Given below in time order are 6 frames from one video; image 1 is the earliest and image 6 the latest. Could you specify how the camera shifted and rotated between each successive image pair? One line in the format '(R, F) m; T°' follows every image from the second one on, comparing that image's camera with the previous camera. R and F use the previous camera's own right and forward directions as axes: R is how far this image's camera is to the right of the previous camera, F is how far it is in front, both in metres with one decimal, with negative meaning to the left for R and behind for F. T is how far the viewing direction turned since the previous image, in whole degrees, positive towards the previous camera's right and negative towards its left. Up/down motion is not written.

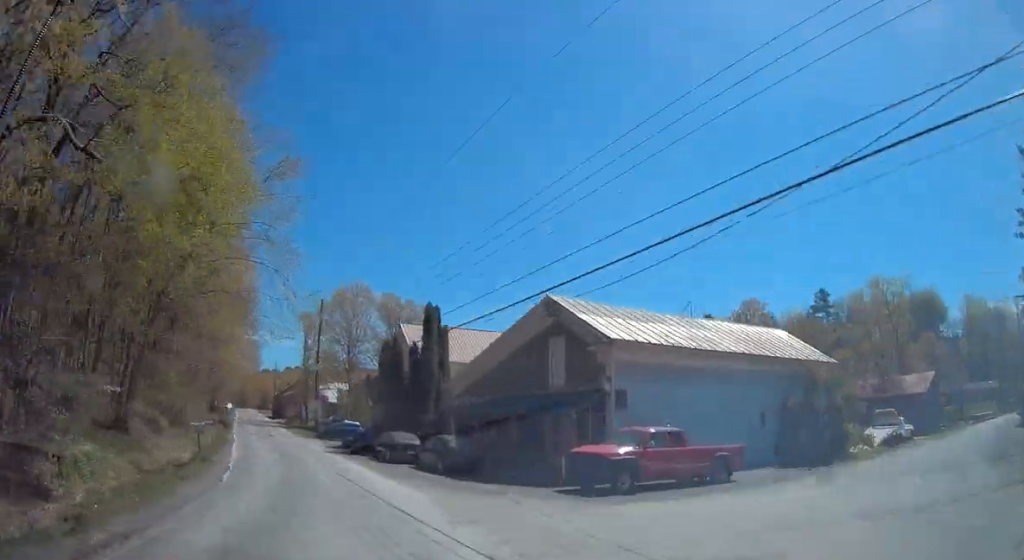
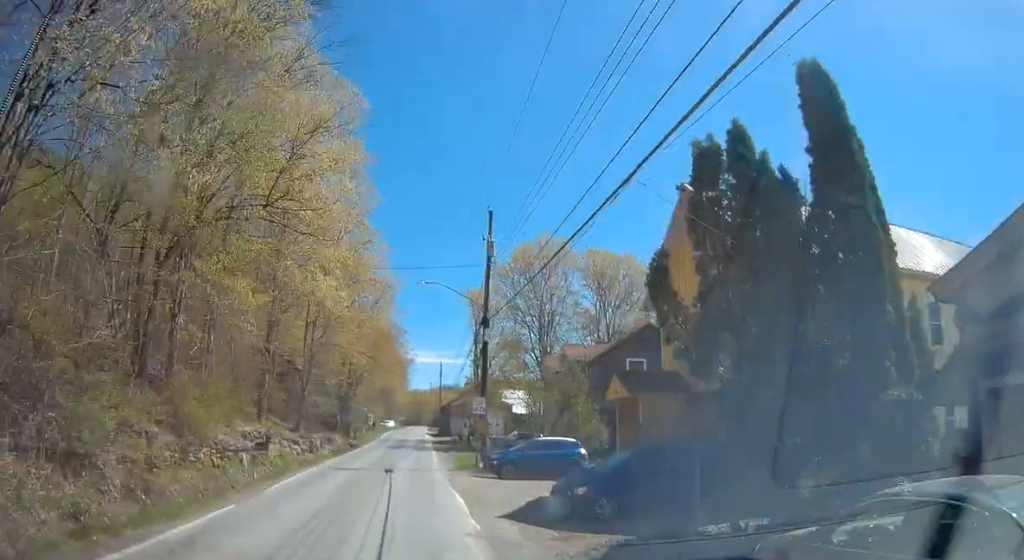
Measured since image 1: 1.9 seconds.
(-3.9, +25.8) m; -15°
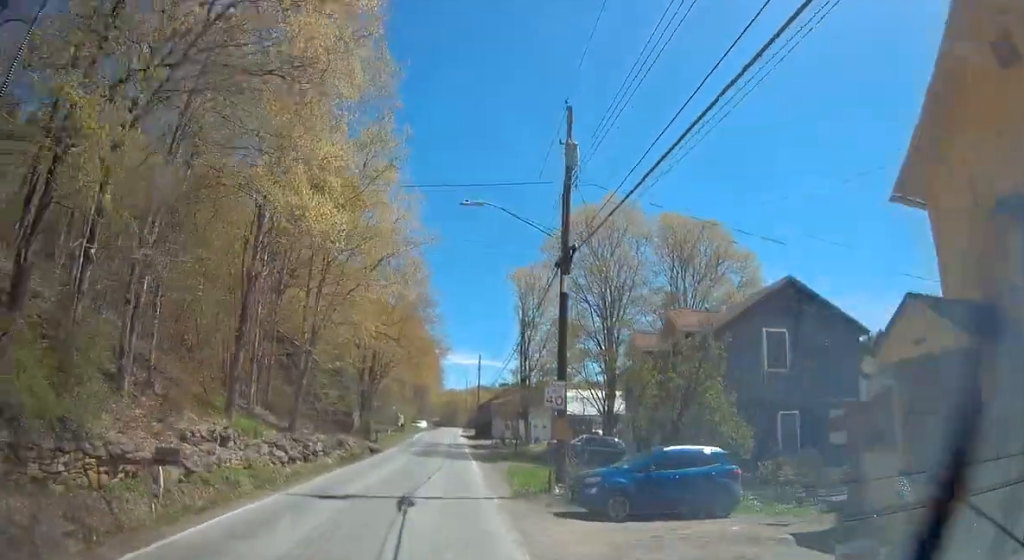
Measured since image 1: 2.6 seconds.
(-0.4, +10.1) m; -4°
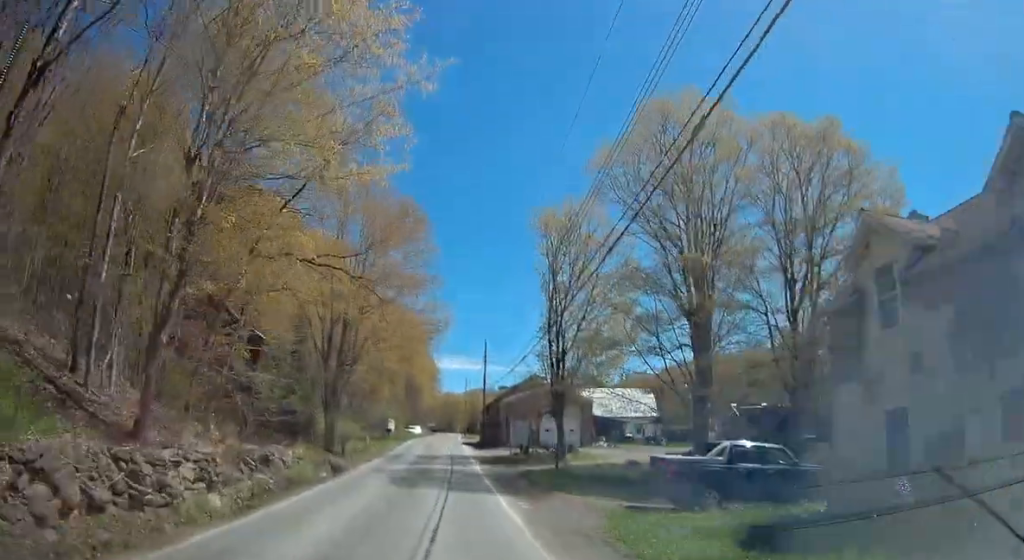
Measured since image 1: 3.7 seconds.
(-0.9, +15.7) m; -3°
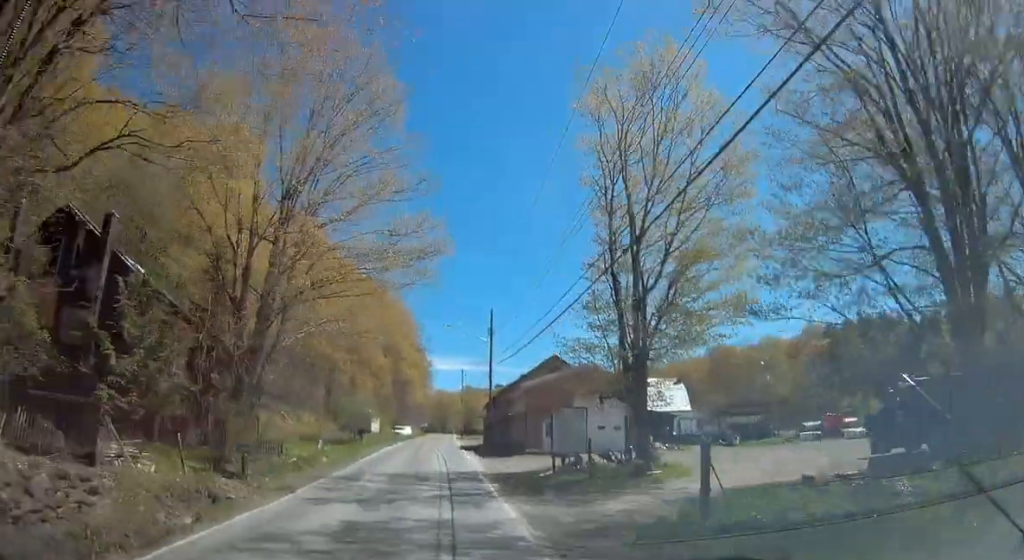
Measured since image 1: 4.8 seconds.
(+0.2, +16.2) m; +2°
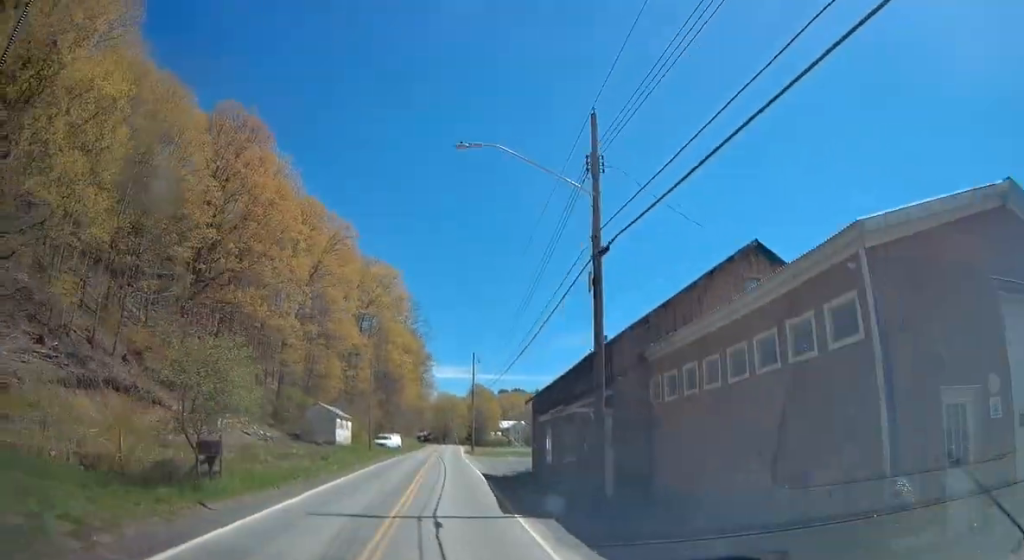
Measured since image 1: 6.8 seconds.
(+0.4, +31.9) m; 0°
